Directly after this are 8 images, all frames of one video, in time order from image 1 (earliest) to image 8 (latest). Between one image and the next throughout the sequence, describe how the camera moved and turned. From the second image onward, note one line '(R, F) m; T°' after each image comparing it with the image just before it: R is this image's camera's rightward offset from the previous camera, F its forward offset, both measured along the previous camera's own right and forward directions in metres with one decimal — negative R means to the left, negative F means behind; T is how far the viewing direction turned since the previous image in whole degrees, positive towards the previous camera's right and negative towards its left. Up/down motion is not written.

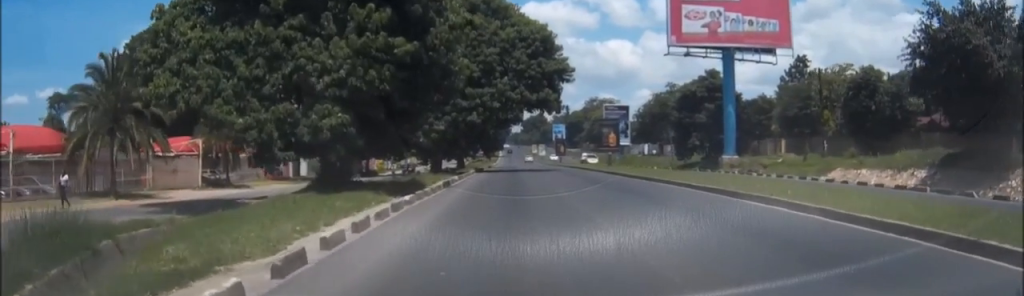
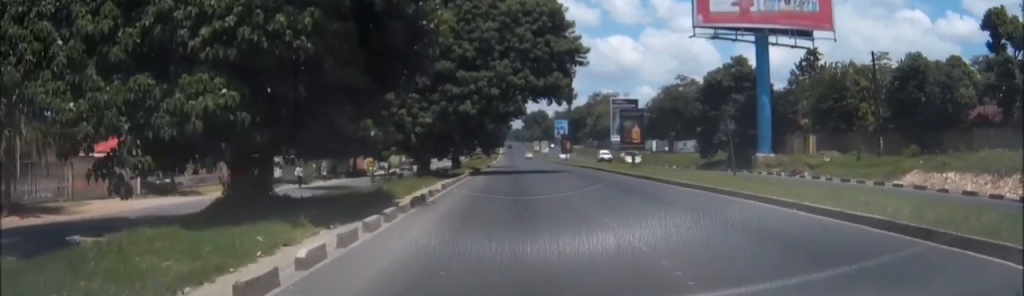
(0.0, +9.5) m; 0°
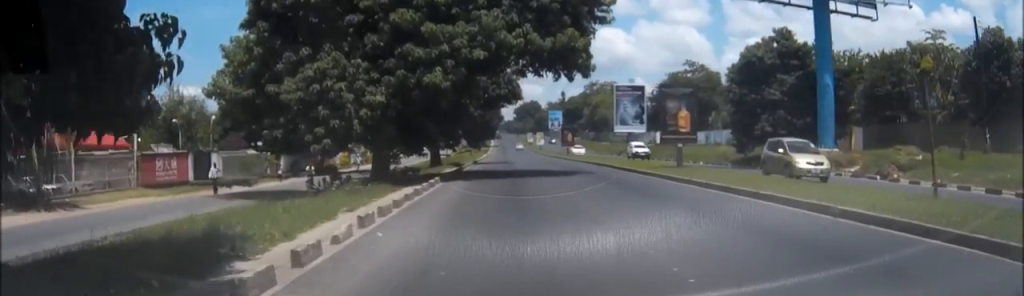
(0.0, +13.9) m; 0°
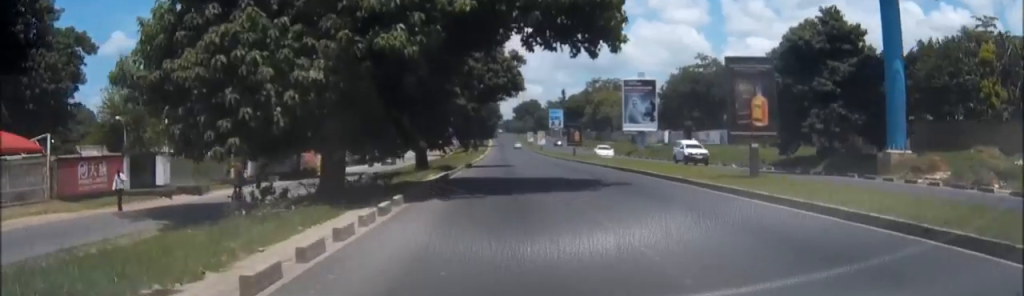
(0.0, +9.5) m; 0°
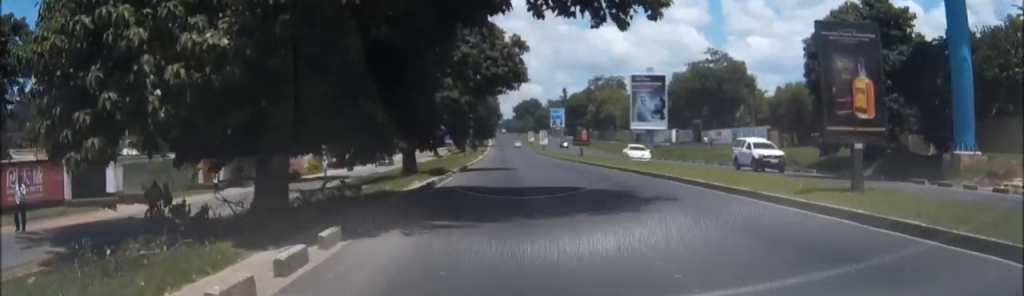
(+0.1, +6.8) m; 0°
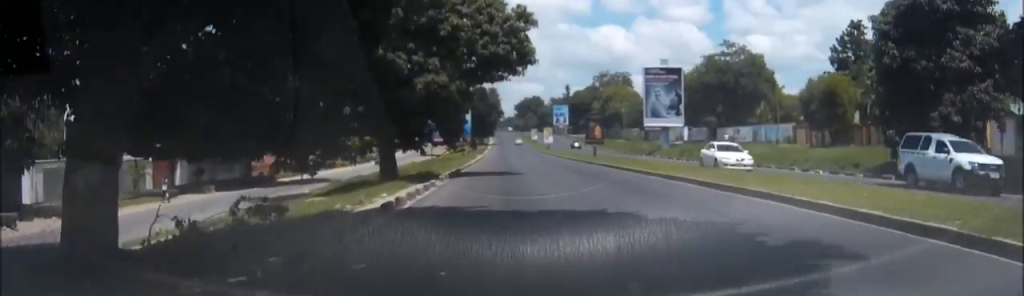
(0.0, +8.8) m; 0°
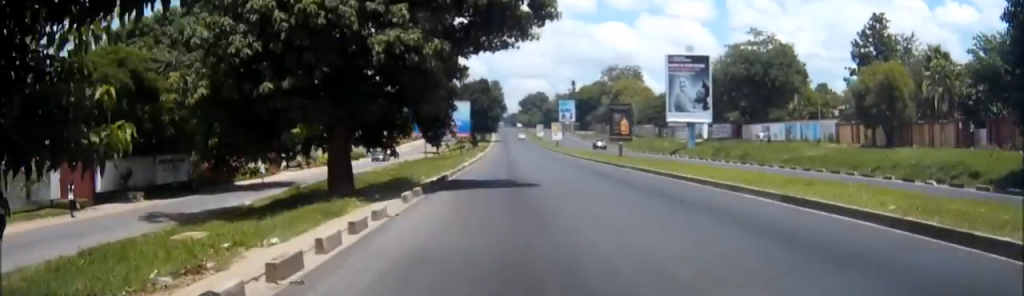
(0.0, +11.6) m; 0°
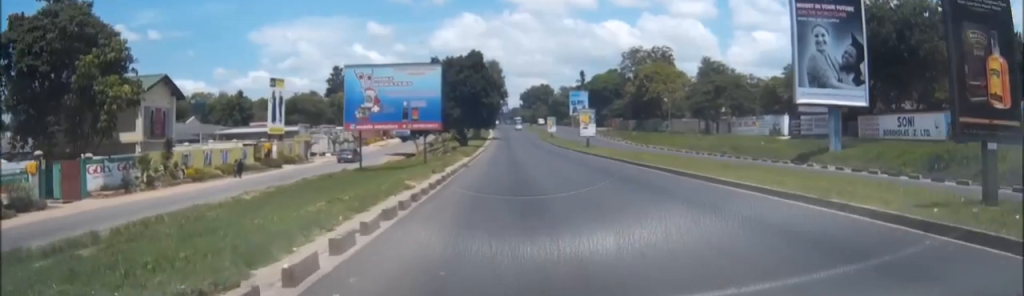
(+0.4, +38.1) m; 0°
